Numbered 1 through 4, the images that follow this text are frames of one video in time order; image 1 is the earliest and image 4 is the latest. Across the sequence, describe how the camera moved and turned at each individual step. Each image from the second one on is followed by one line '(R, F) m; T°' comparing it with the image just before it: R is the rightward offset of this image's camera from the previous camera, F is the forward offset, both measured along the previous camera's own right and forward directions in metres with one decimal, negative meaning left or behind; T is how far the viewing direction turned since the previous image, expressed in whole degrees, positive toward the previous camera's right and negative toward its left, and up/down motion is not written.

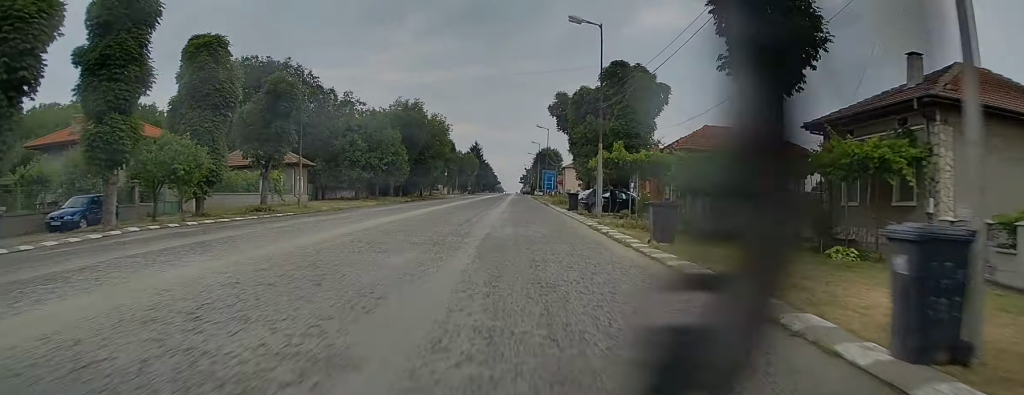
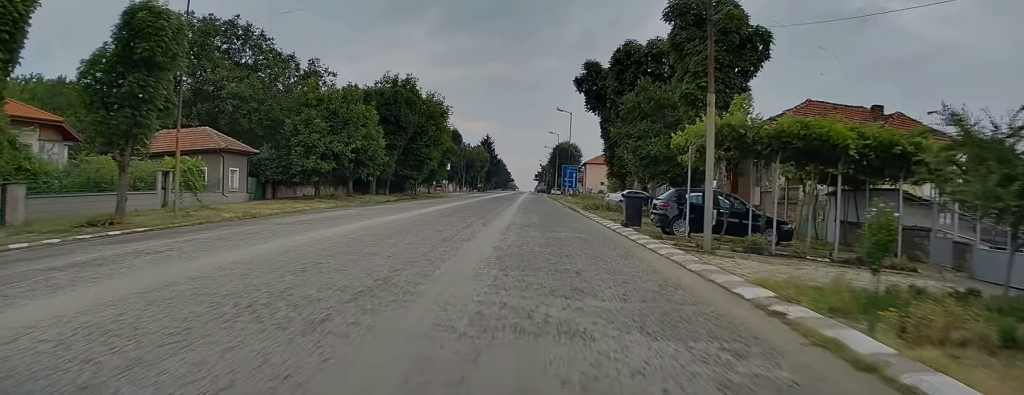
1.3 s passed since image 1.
(0.0, +16.9) m; 0°
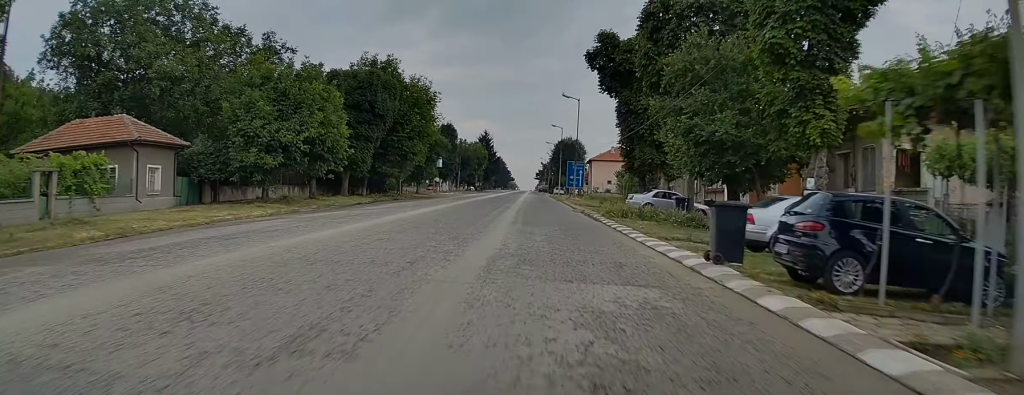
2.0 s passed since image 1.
(0.0, +10.3) m; 0°
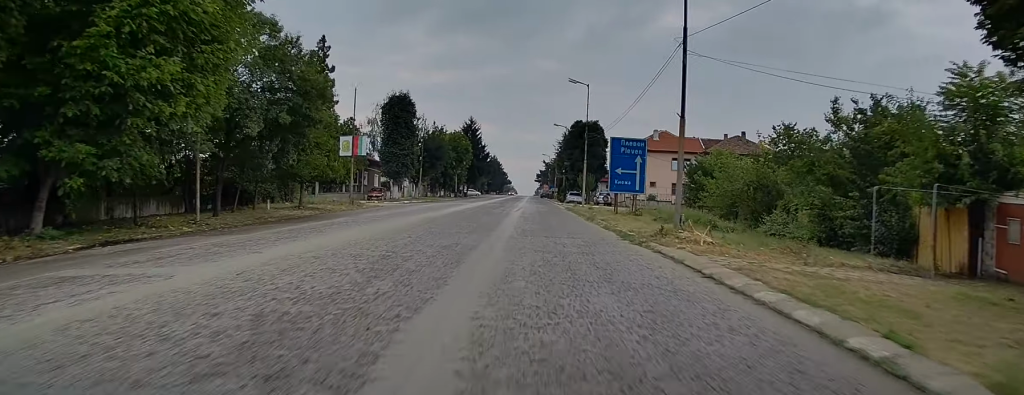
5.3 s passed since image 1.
(-1.0, +42.8) m; 0°
